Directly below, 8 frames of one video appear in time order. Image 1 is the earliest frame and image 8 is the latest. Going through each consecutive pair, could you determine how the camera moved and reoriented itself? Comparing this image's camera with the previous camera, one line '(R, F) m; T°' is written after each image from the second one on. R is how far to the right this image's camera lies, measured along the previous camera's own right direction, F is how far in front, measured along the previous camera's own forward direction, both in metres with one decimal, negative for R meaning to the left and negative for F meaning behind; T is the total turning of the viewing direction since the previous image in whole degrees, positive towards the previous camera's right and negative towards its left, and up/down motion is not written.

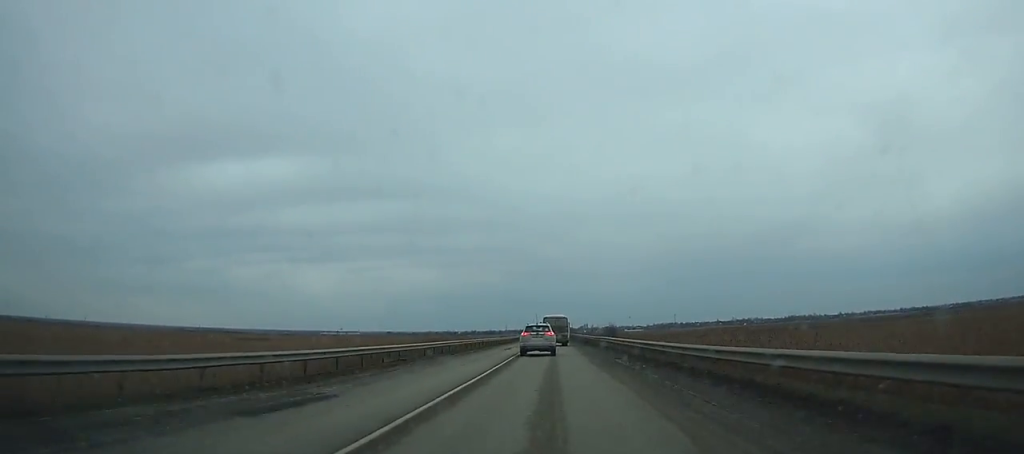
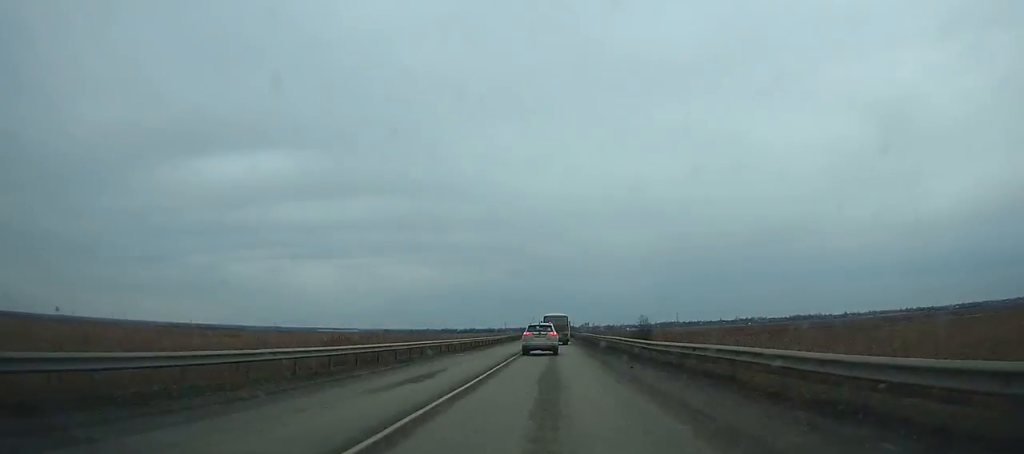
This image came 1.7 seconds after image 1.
(0.0, +30.6) m; 0°
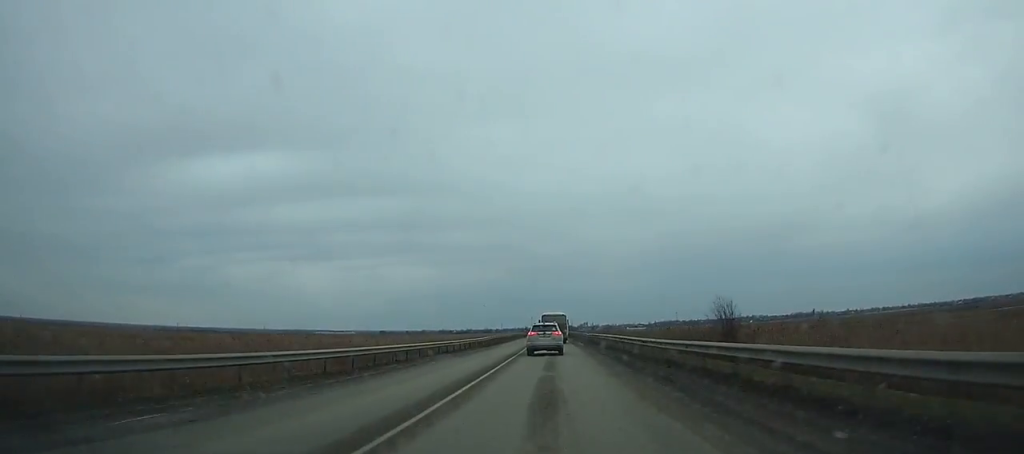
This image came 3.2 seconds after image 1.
(0.0, +27.1) m; 0°
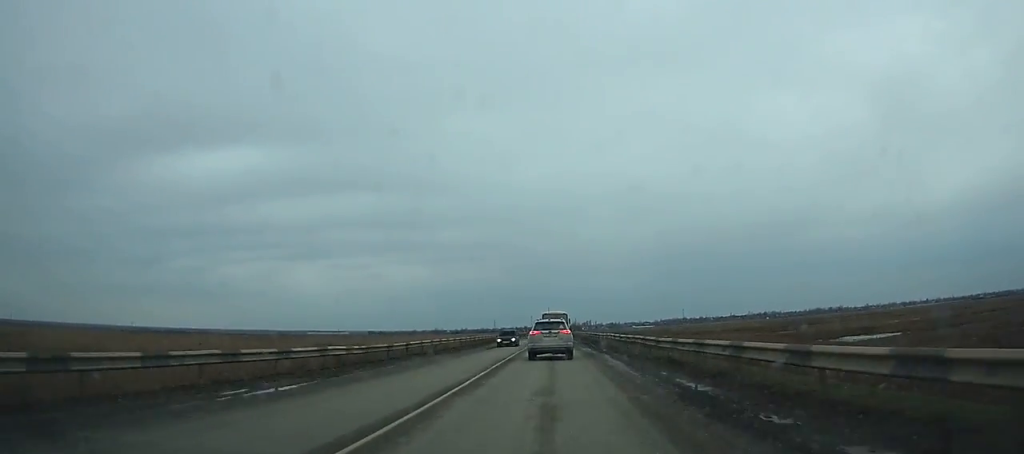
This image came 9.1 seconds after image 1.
(+0.2, +105.8) m; 0°
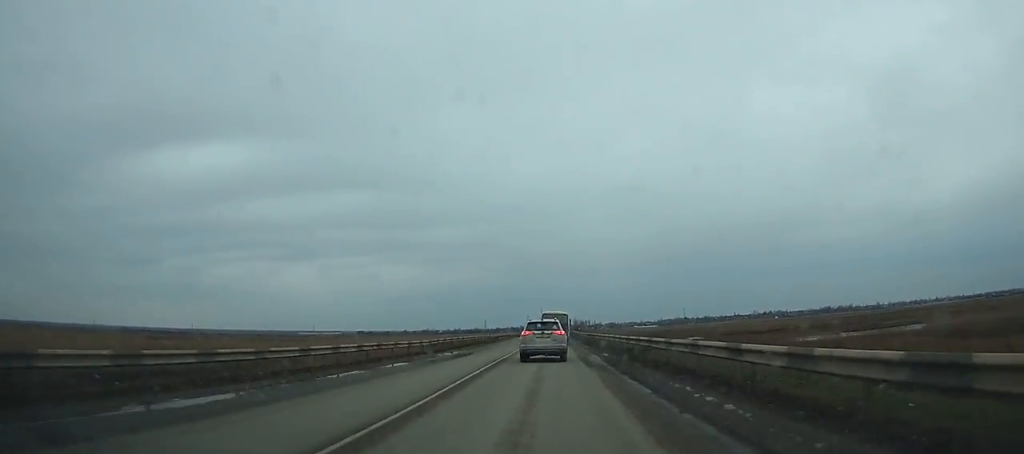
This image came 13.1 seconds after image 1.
(-0.1, +68.8) m; 0°
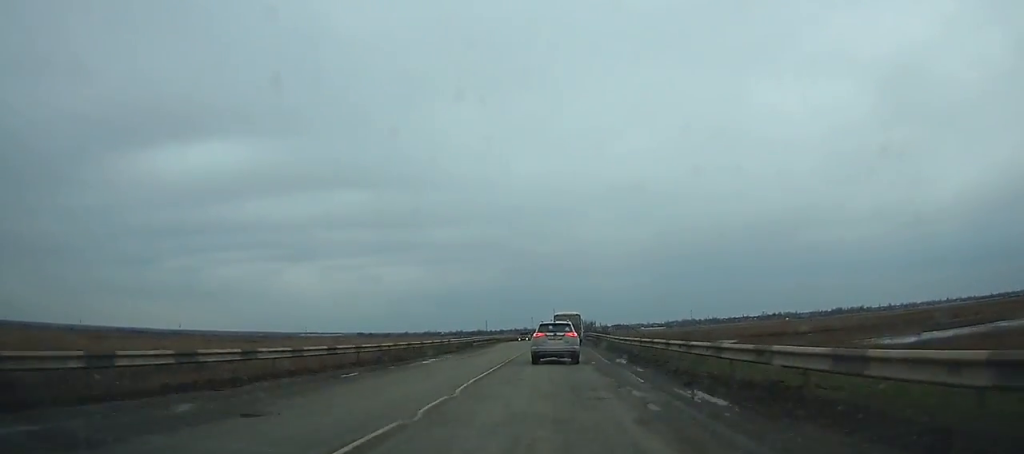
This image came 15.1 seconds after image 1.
(0.0, +33.5) m; 0°
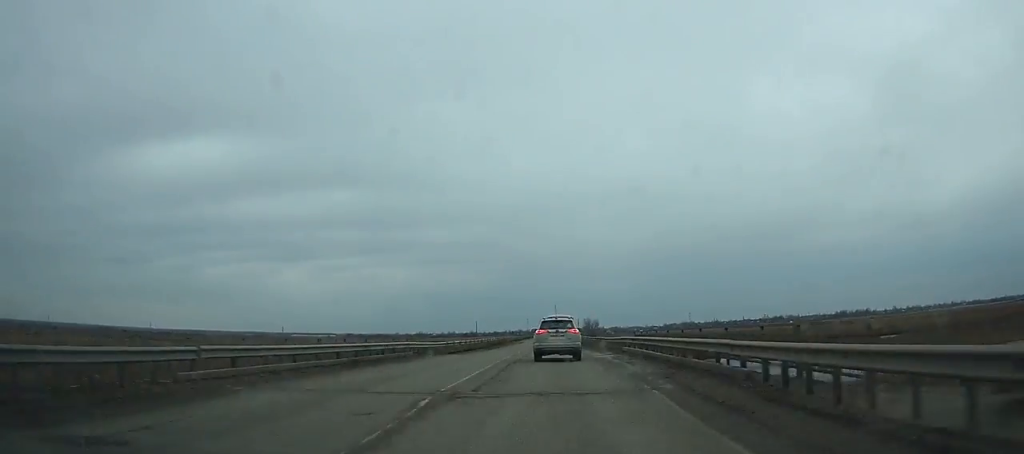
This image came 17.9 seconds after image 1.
(0.0, +46.0) m; 0°
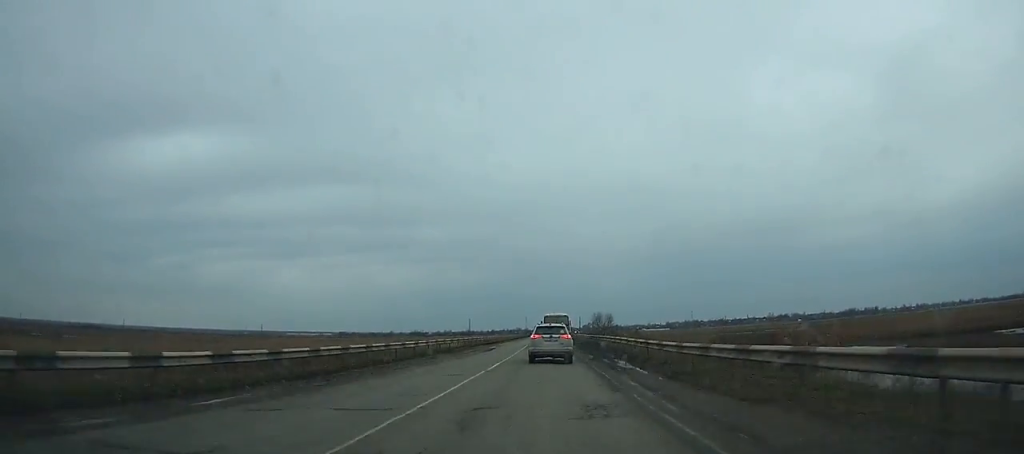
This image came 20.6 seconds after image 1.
(0.0, +44.1) m; 0°
